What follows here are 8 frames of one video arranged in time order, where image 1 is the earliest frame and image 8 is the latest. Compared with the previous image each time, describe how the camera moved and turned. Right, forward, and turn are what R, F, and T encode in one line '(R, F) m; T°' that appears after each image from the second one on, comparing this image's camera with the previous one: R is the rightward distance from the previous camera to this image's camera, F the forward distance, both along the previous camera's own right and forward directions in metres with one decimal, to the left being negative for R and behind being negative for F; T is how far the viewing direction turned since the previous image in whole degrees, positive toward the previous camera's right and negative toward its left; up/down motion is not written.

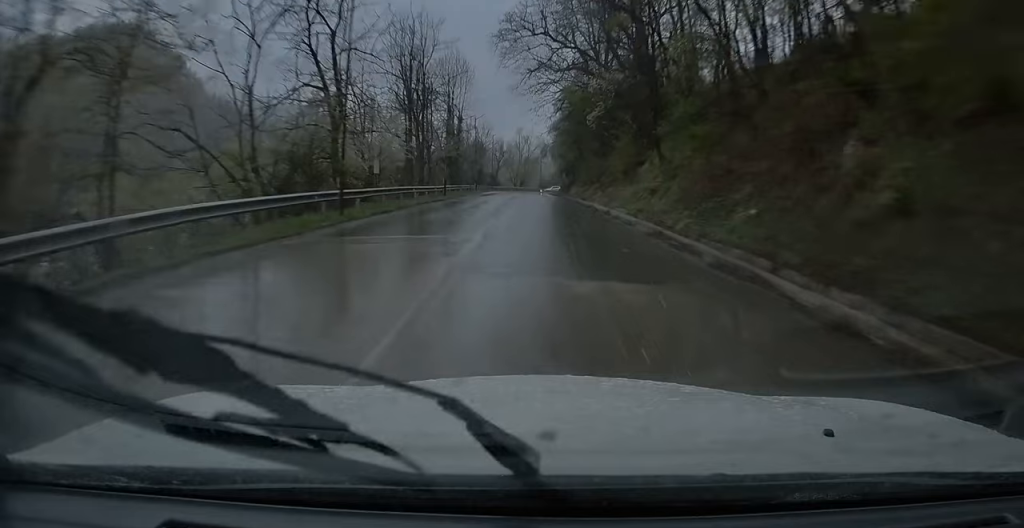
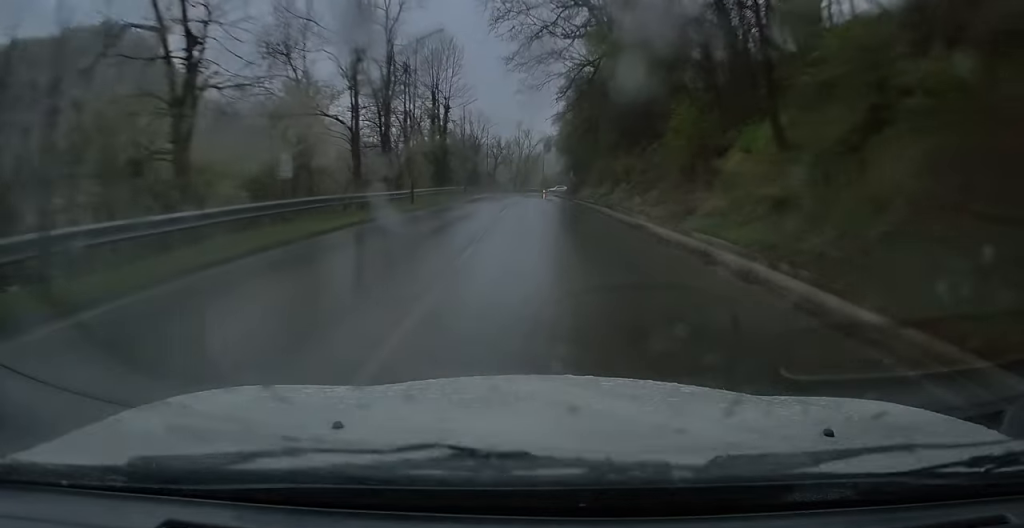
(-0.2, +12.6) m; -1°
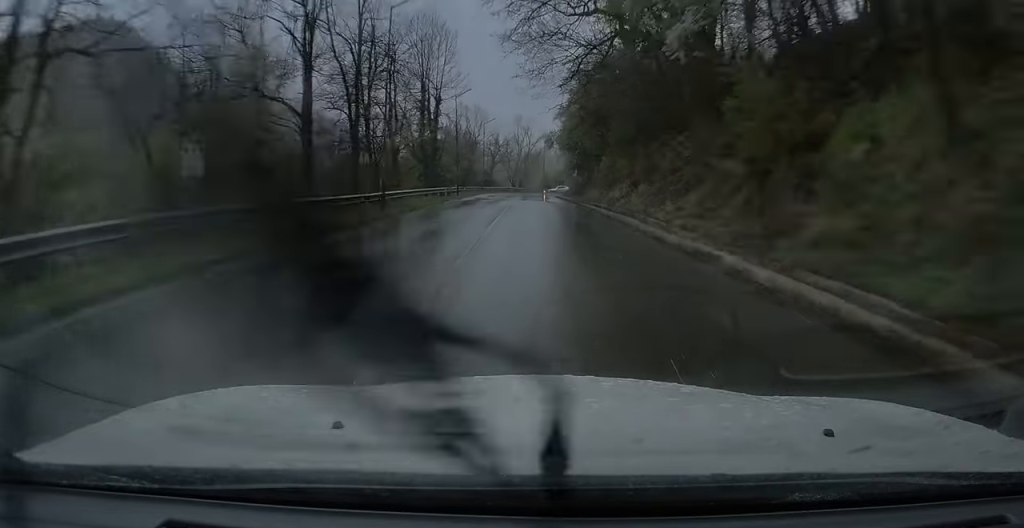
(0.0, +6.1) m; 0°
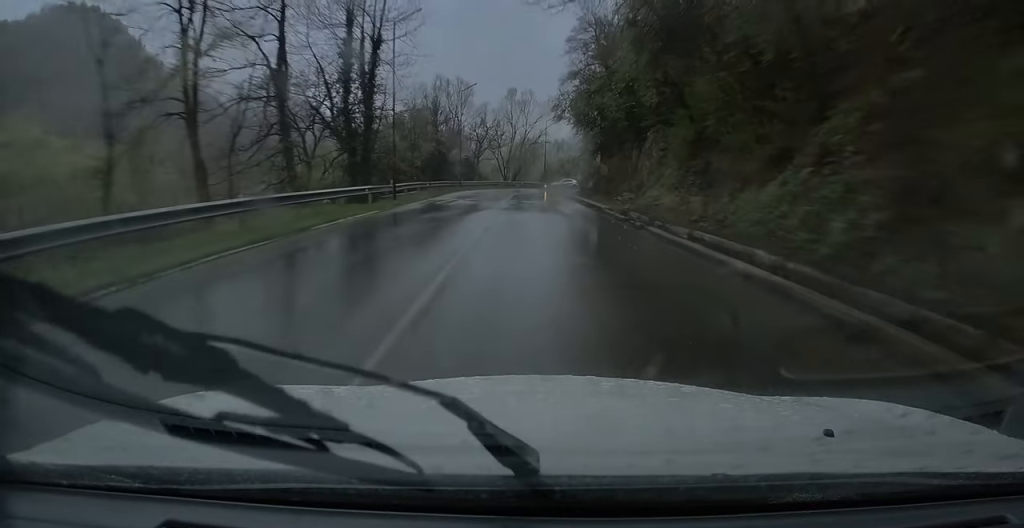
(0.0, +22.7) m; 0°
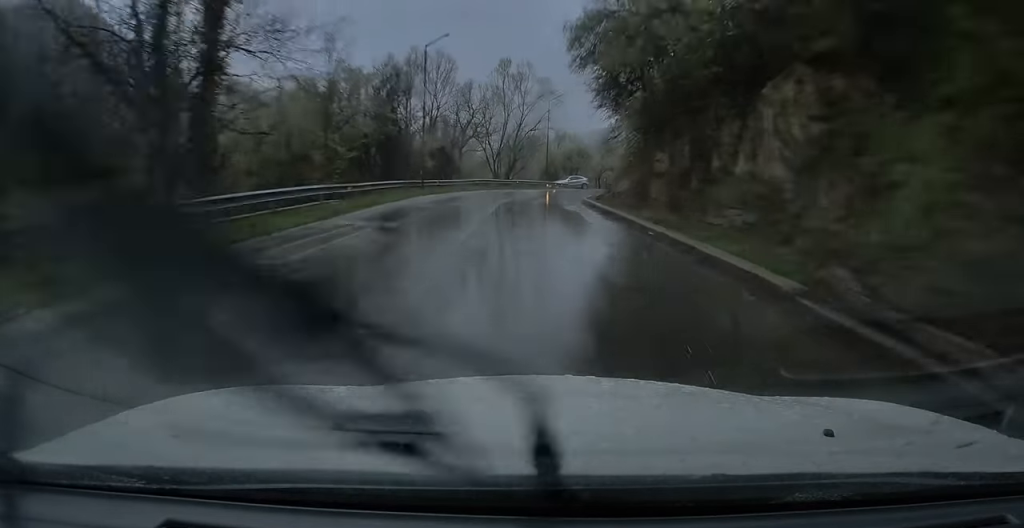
(-0.1, +17.4) m; +1°
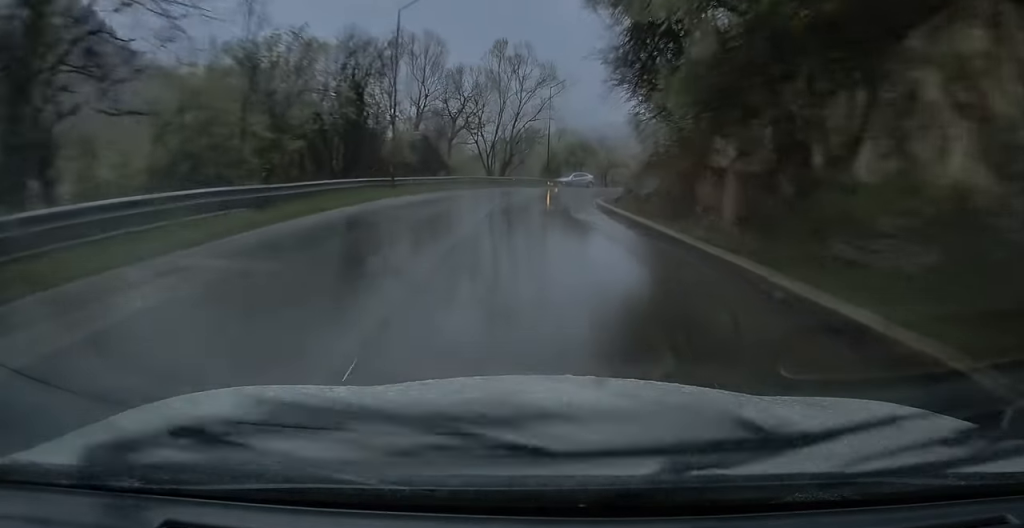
(+0.1, +6.9) m; +2°
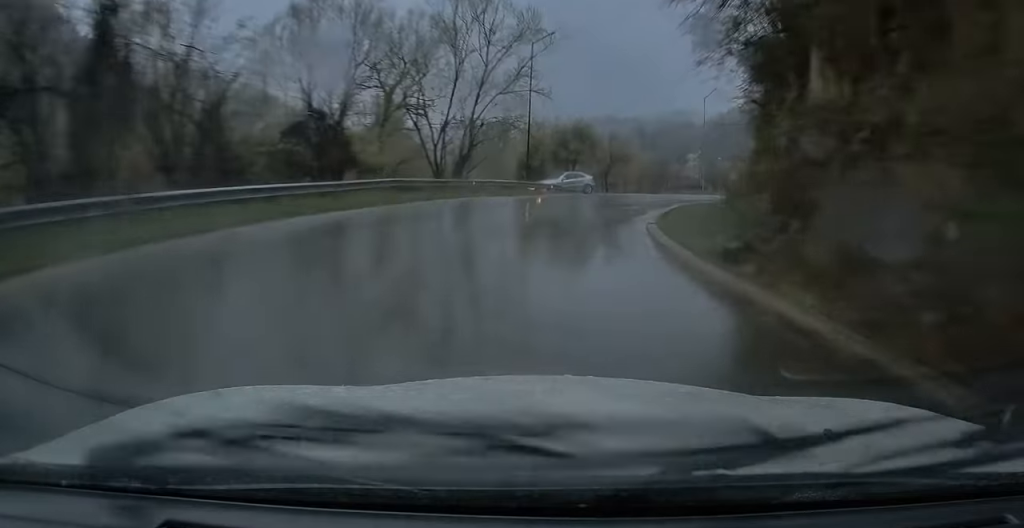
(+0.7, +17.2) m; +7°
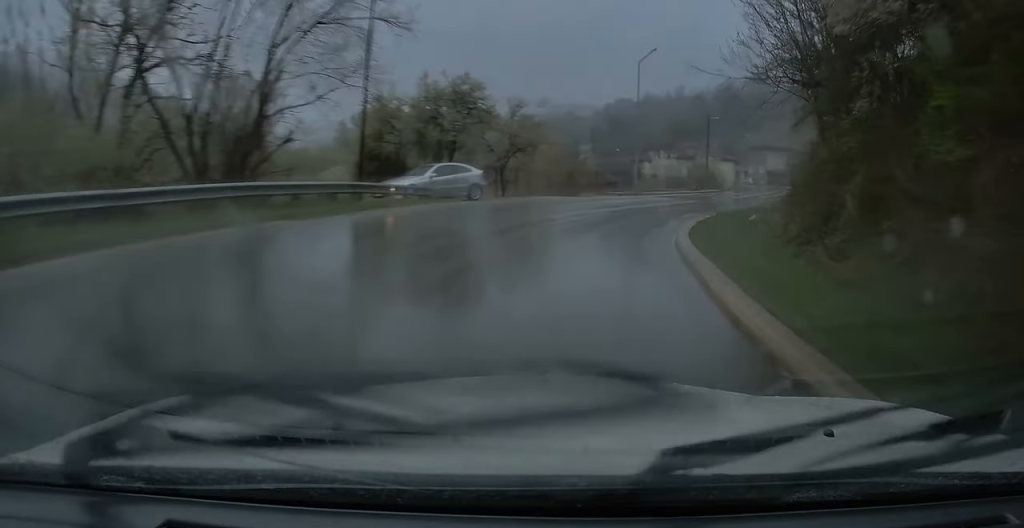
(+1.4, +15.4) m; +11°
